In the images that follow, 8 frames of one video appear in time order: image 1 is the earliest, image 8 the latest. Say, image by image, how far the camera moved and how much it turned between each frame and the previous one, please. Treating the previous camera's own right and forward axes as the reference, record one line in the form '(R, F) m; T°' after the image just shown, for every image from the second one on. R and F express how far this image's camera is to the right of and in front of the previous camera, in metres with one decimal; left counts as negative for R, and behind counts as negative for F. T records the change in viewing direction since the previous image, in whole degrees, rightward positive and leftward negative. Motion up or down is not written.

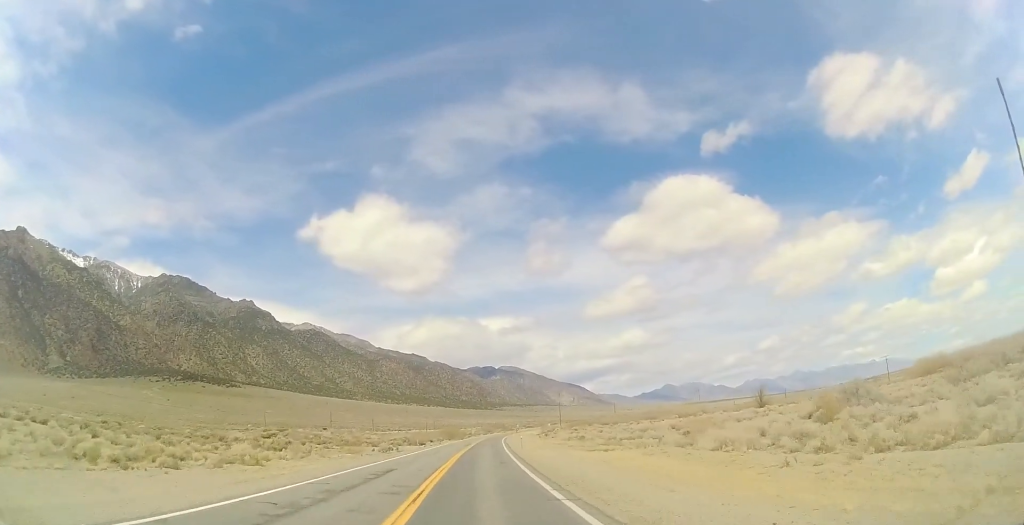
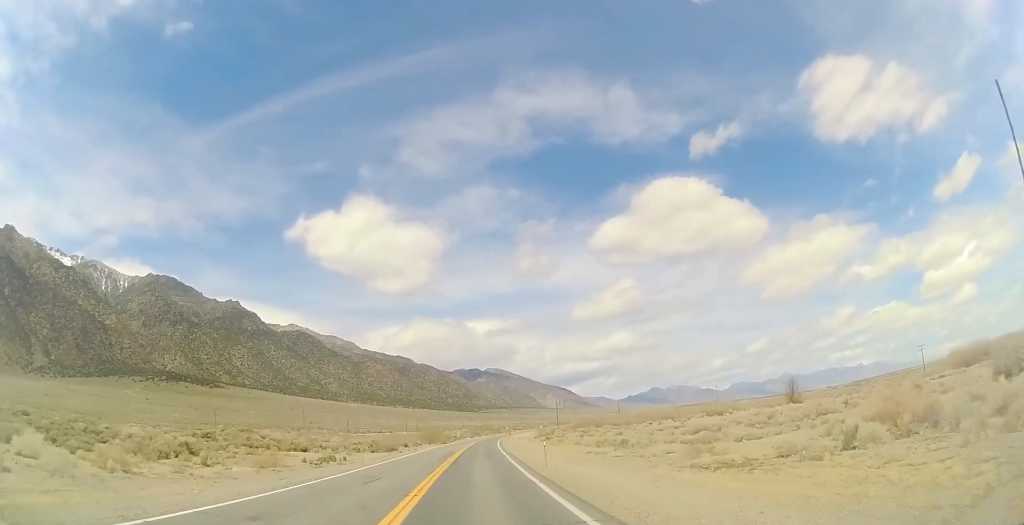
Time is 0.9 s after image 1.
(+0.5, +22.2) m; +2°
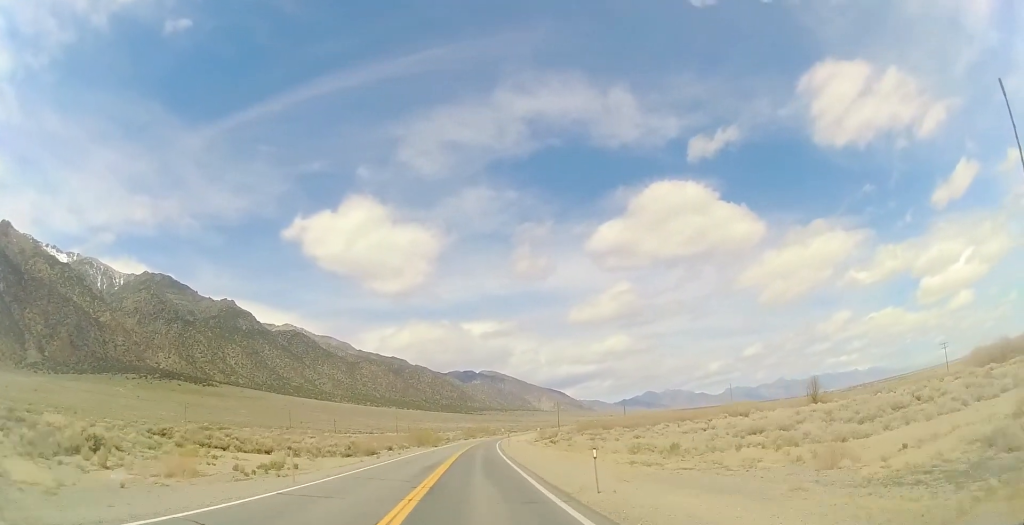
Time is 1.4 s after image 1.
(+0.2, +11.7) m; 0°
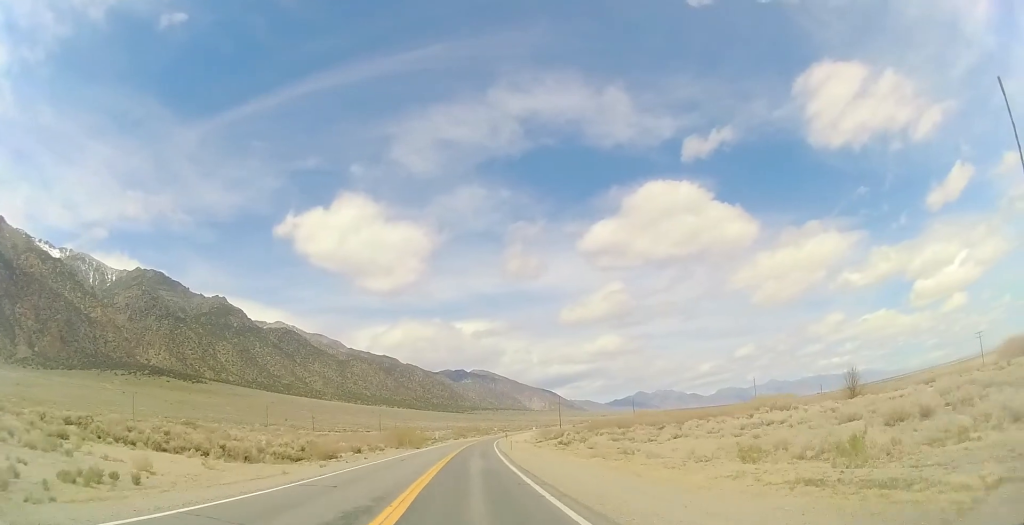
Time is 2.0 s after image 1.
(+0.1, +16.8) m; 0°
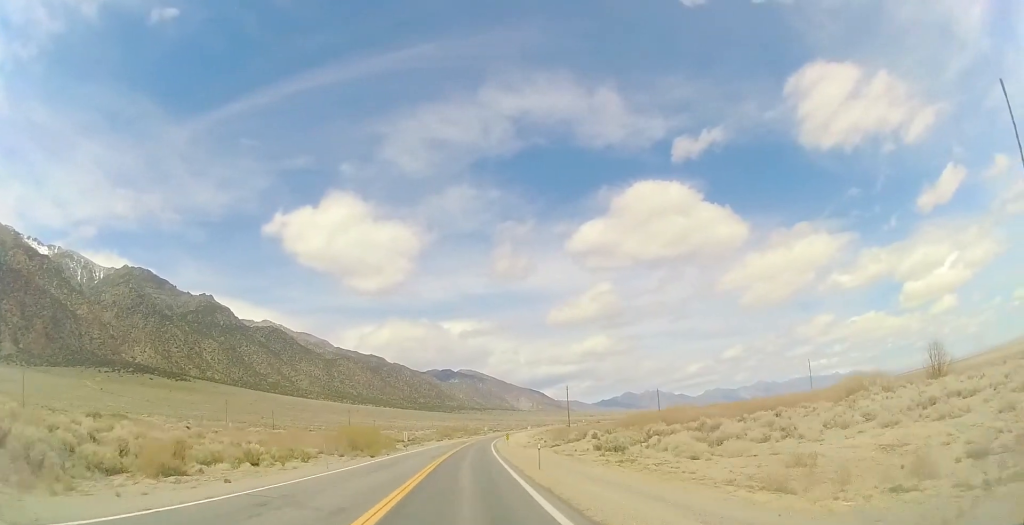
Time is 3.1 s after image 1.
(0.0, +27.0) m; +1°
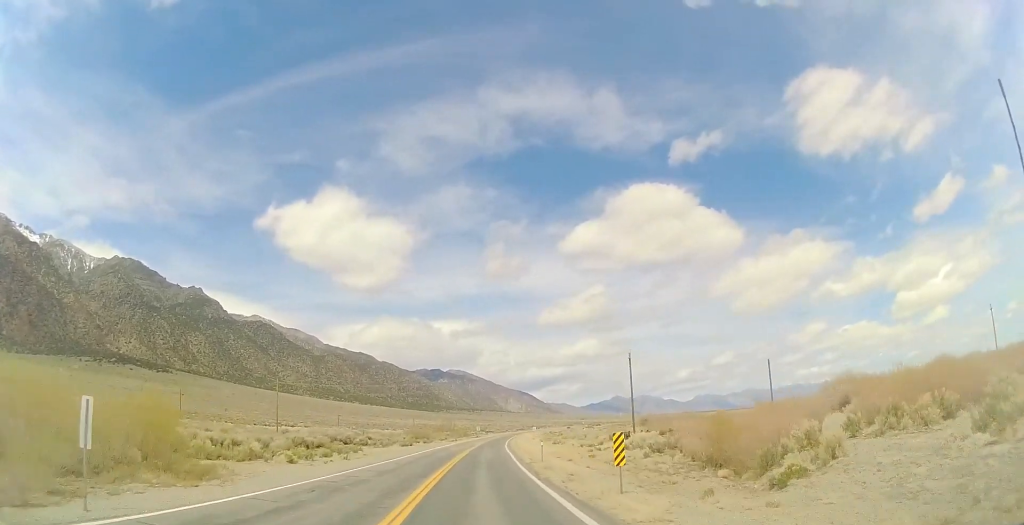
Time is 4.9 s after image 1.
(+1.0, +47.3) m; +3°
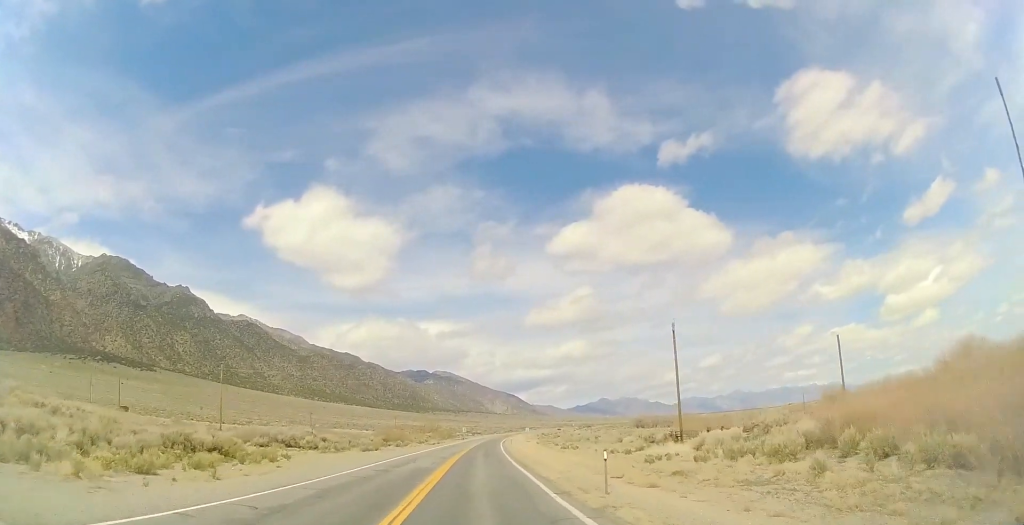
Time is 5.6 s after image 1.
(+0.4, +17.5) m; +1°
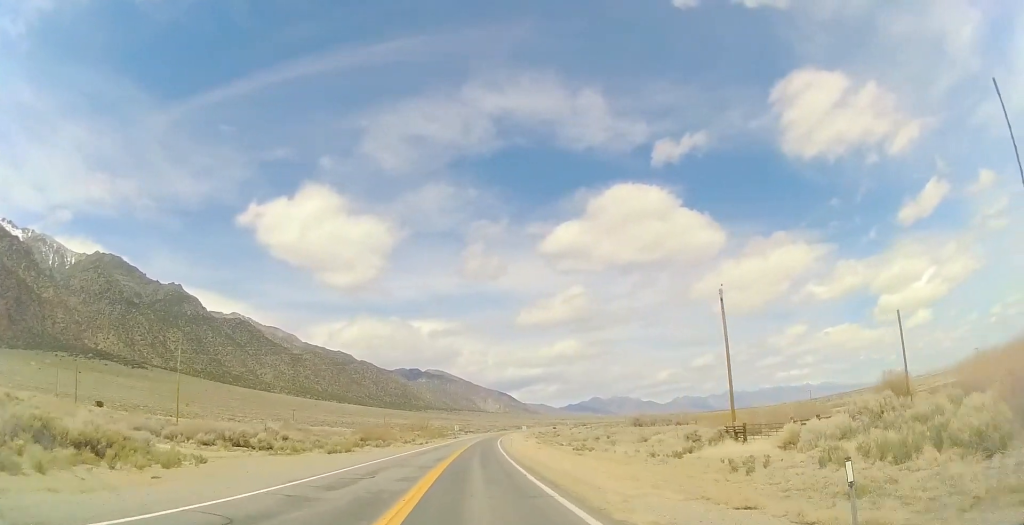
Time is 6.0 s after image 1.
(+0.1, +10.6) m; +1°
